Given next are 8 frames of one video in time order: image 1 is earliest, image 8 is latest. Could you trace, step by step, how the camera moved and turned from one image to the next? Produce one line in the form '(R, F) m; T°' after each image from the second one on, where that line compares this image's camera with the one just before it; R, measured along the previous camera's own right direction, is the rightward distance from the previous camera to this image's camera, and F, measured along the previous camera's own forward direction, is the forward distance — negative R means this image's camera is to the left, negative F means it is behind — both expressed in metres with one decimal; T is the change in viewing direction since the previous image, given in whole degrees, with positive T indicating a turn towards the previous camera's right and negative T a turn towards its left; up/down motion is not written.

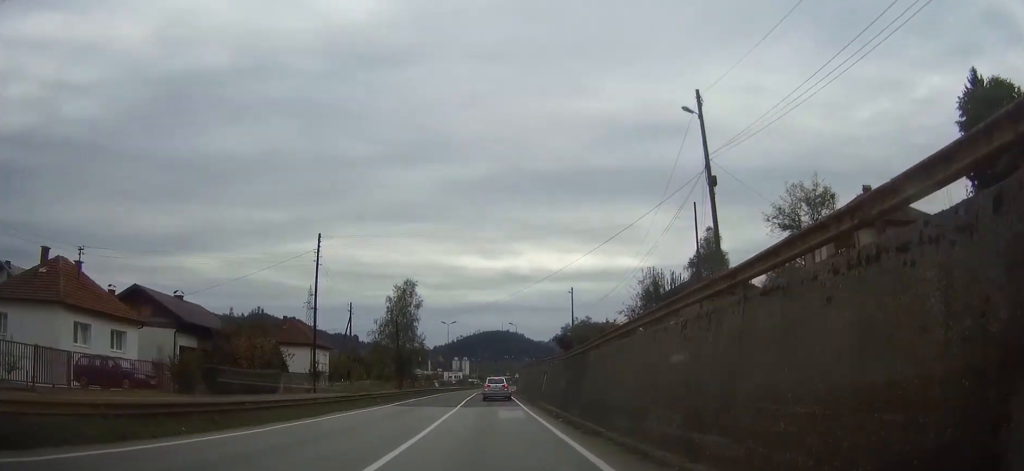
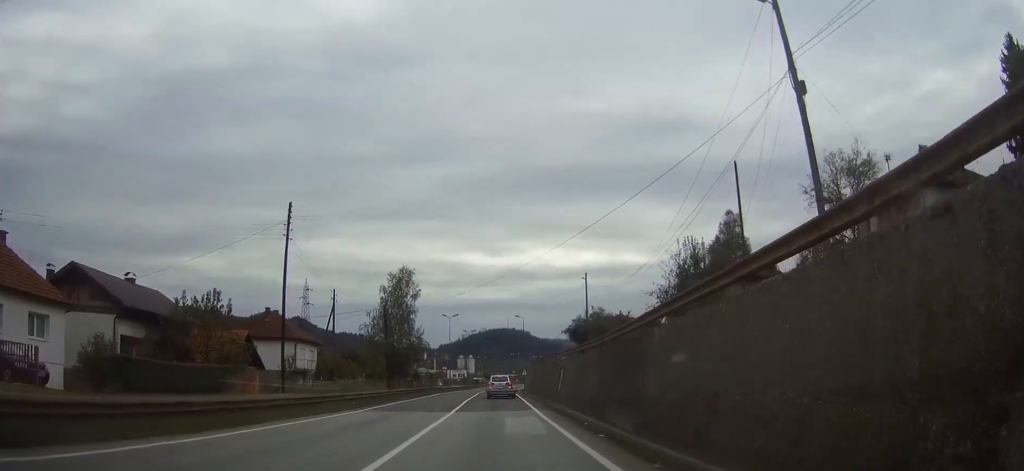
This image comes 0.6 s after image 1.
(0.0, +8.5) m; -1°
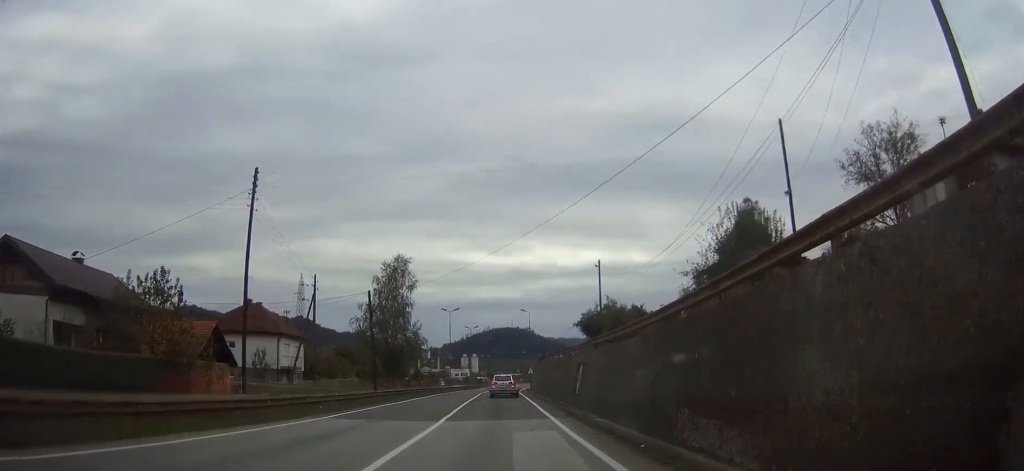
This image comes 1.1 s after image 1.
(-0.1, +7.1) m; -1°
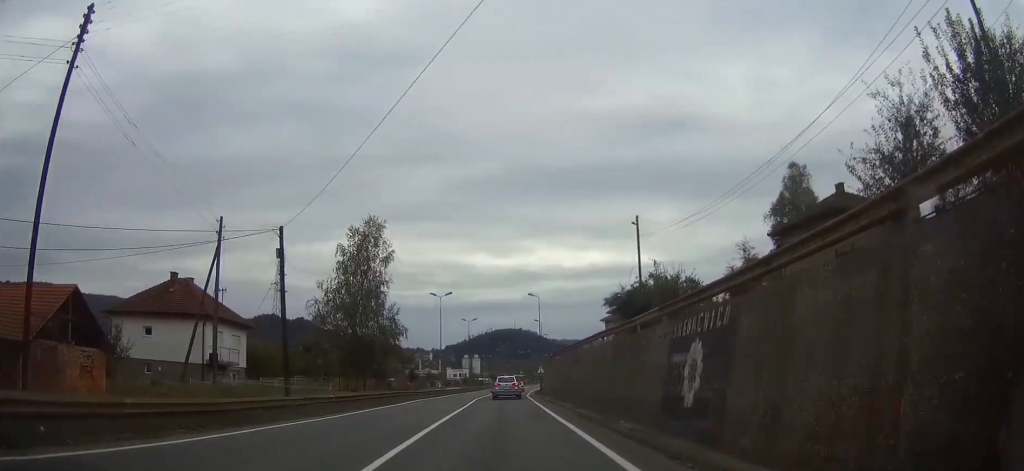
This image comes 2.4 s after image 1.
(-0.2, +17.7) m; -1°
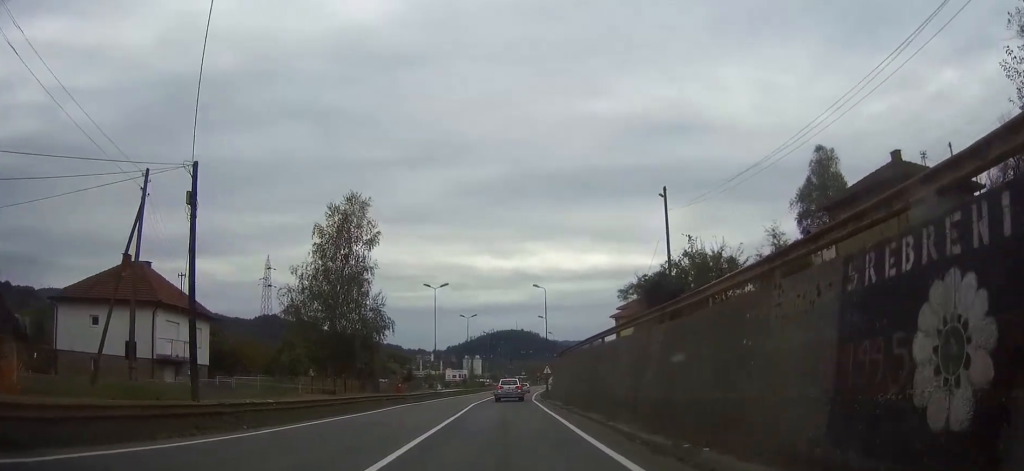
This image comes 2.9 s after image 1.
(0.0, +7.8) m; 0°
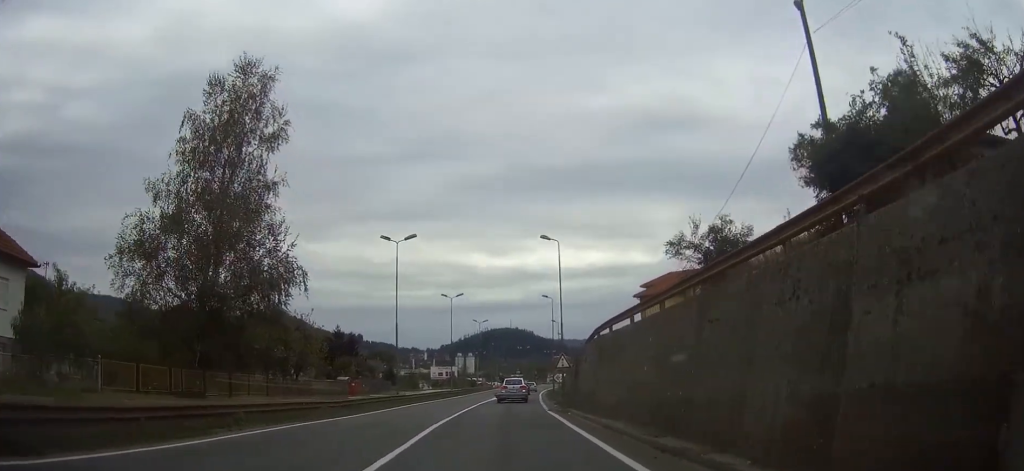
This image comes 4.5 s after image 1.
(+0.2, +21.4) m; +1°
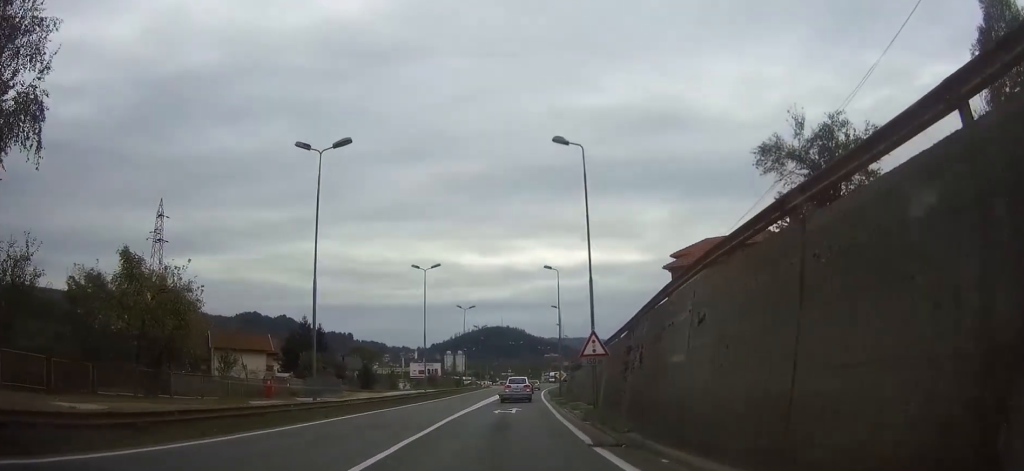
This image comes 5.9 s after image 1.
(+0.1, +18.2) m; +1°
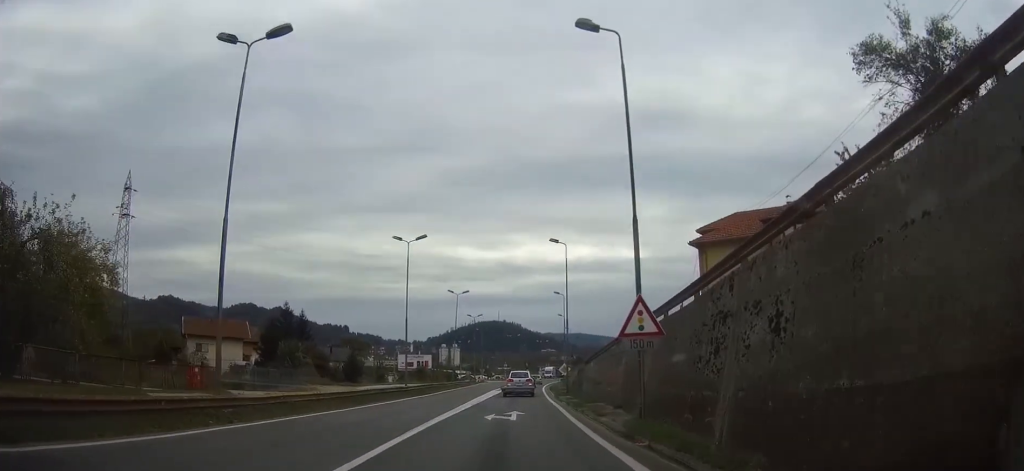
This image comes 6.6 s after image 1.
(+0.1, +9.1) m; 0°
